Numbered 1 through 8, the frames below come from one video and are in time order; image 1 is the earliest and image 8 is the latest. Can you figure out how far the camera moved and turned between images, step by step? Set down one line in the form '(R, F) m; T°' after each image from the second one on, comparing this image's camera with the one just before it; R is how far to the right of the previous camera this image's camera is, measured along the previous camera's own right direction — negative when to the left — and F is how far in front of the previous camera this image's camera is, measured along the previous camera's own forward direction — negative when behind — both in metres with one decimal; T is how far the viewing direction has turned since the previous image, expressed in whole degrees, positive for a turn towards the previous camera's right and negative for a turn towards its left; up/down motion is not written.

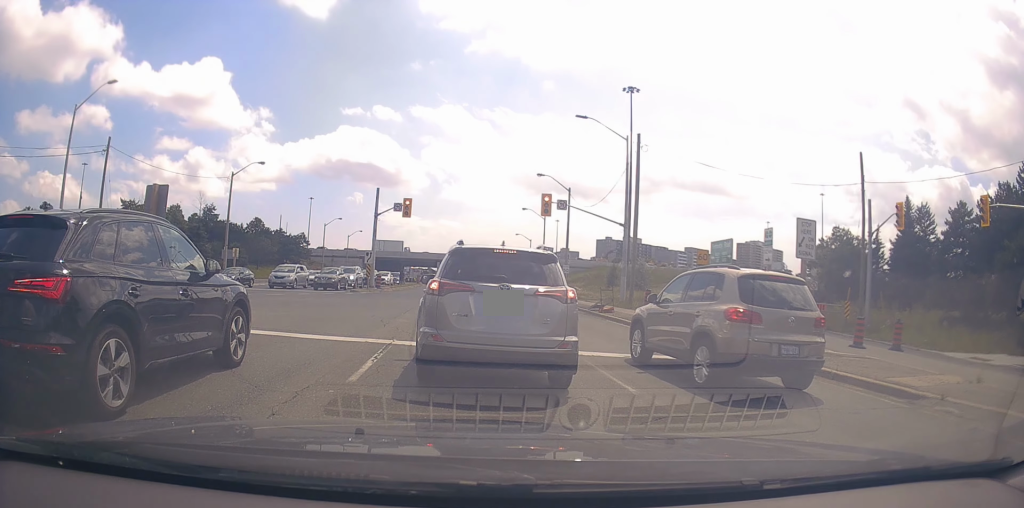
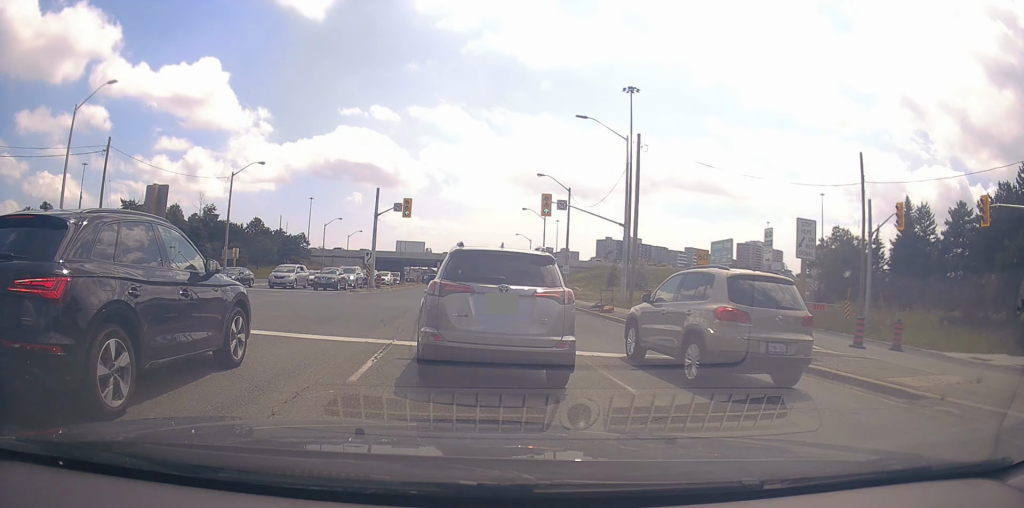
(0.0, 0.0) m; 0°
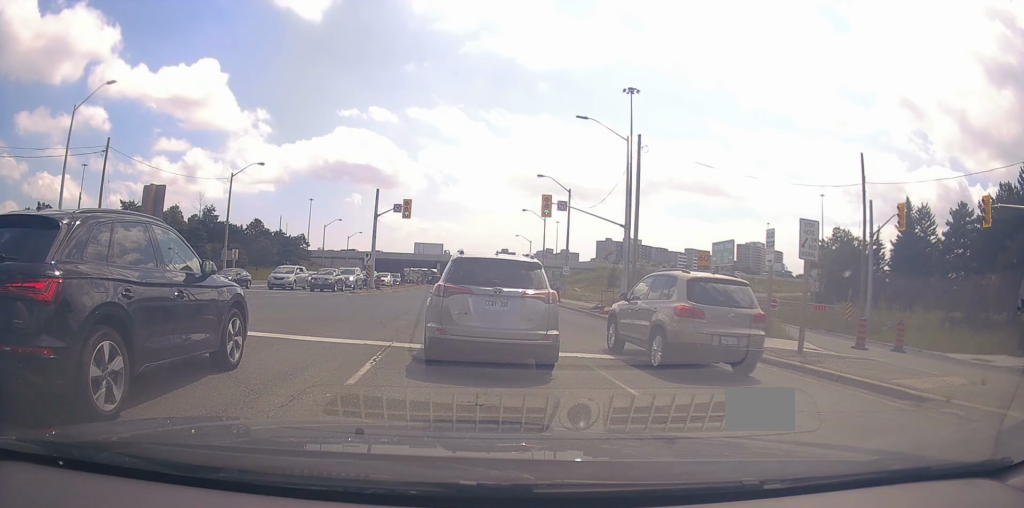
(0.0, 0.0) m; 0°
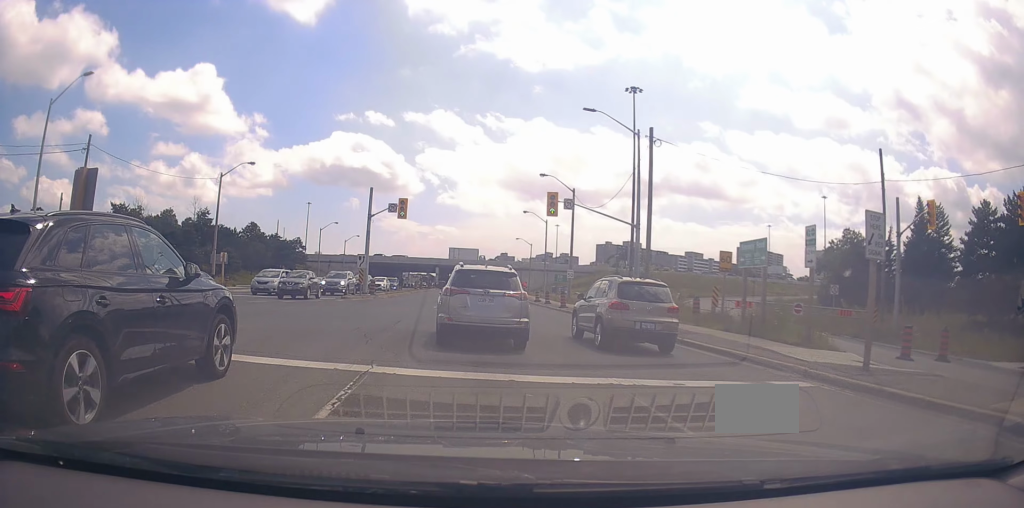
(0.0, +0.4) m; +1°
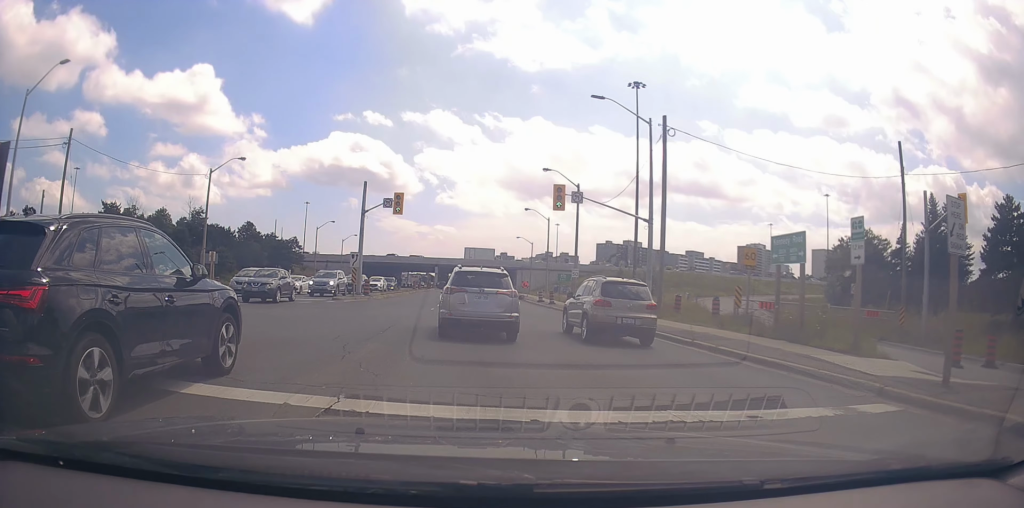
(-0.1, +0.9) m; +4°
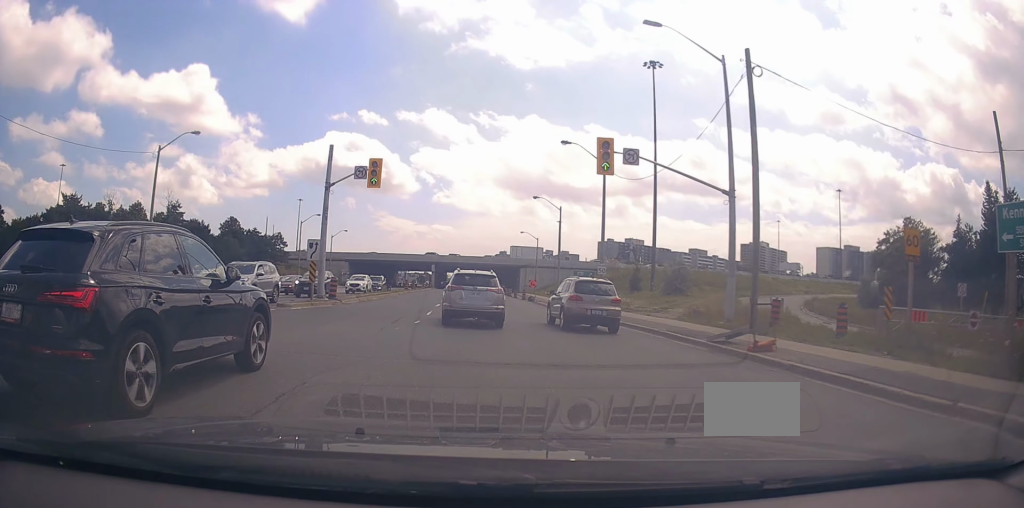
(+0.3, +6.6) m; 0°
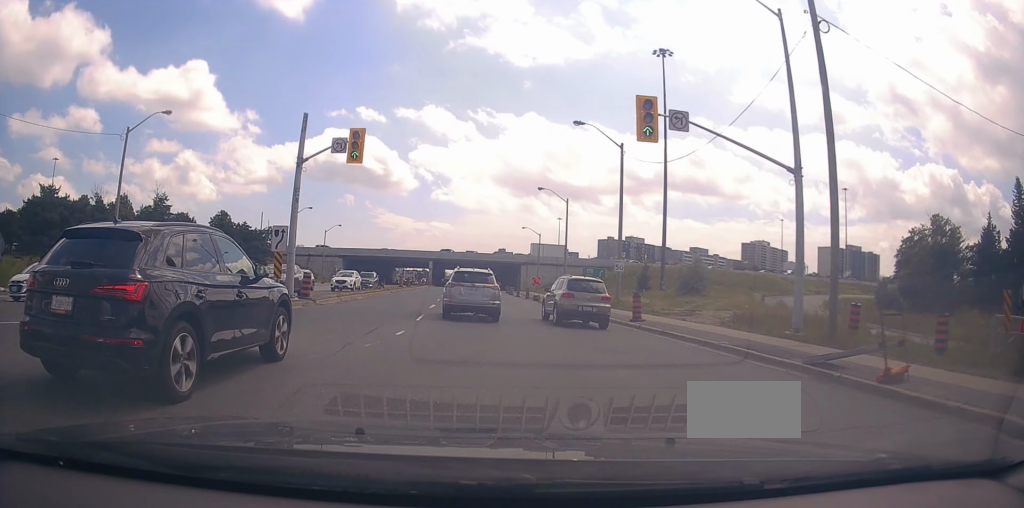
(-0.2, +3.8) m; -1°
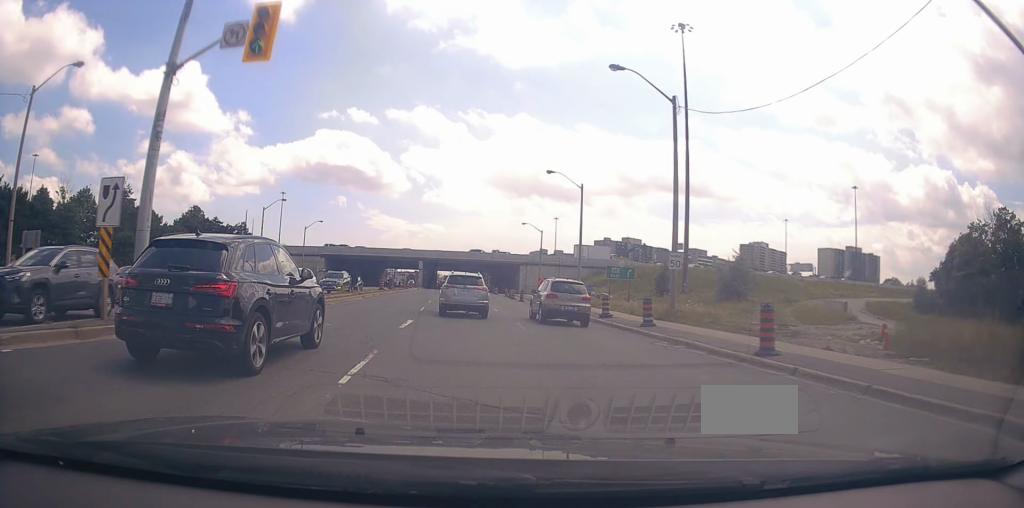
(+0.1, +9.0) m; 0°
